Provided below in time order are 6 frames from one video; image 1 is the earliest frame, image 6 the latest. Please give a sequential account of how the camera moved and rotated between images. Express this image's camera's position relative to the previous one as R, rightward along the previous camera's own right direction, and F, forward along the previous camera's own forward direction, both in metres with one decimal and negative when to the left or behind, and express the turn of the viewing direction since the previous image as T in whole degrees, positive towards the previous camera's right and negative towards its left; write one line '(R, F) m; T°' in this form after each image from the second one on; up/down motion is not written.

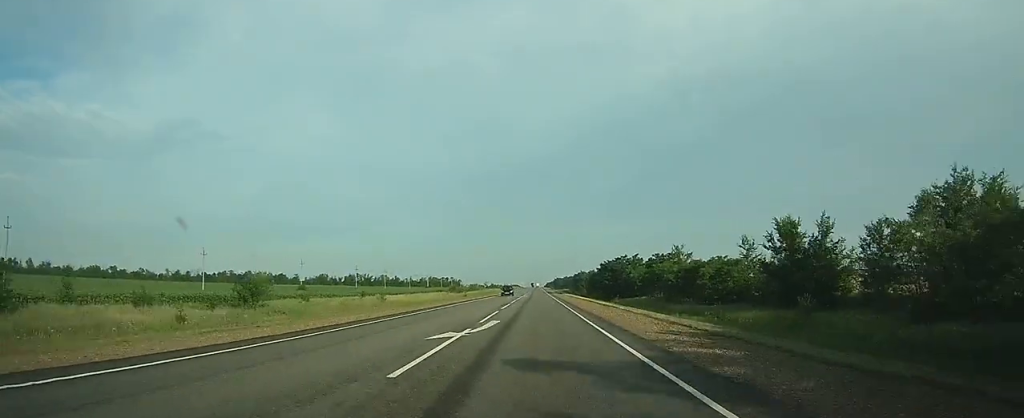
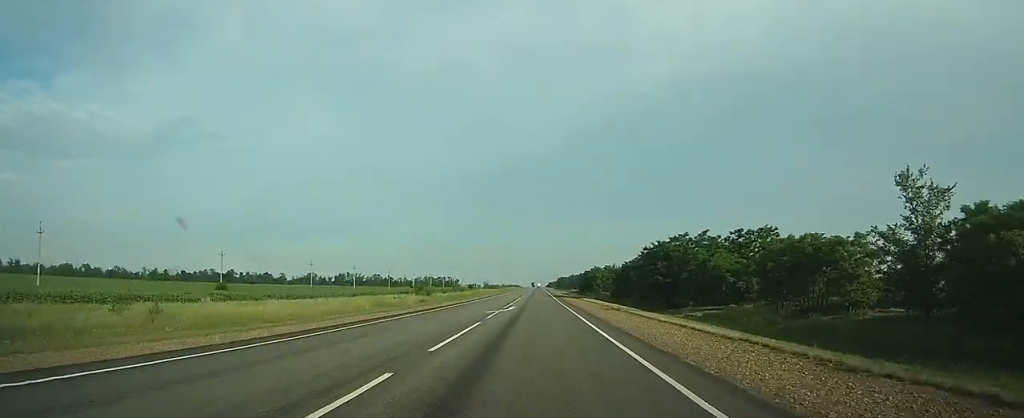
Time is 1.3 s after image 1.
(0.0, +43.7) m; 0°
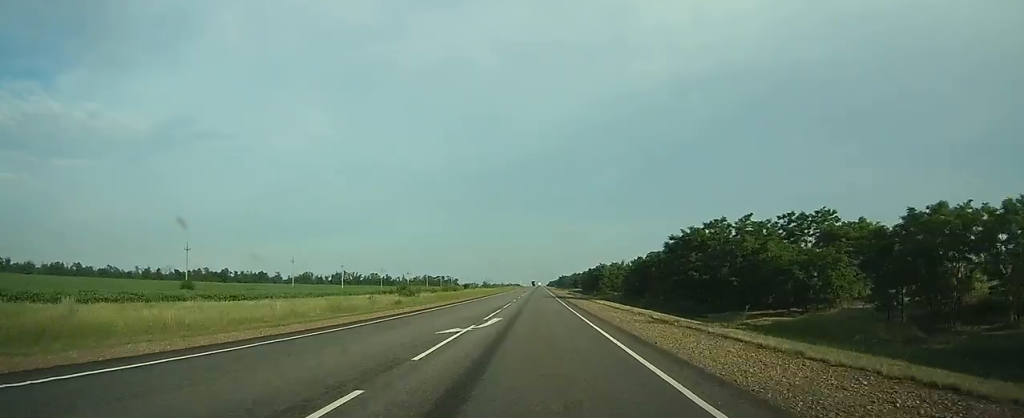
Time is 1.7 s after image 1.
(0.0, +13.0) m; 0°
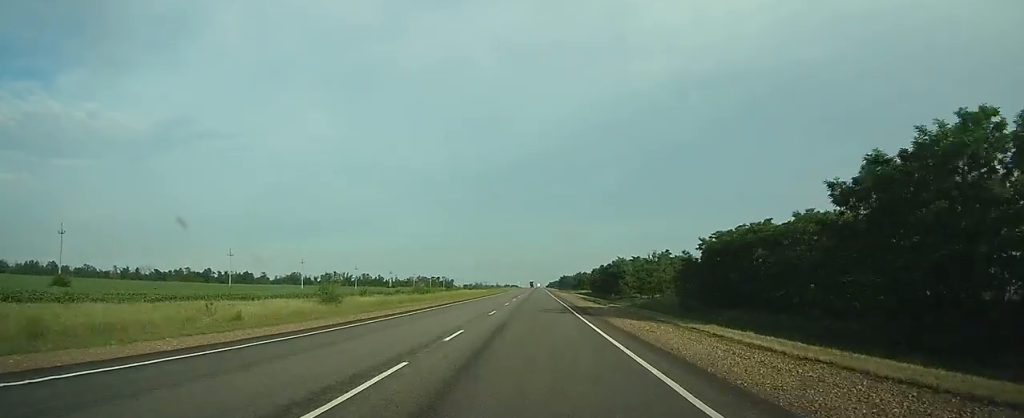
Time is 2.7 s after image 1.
(0.0, +32.0) m; 0°
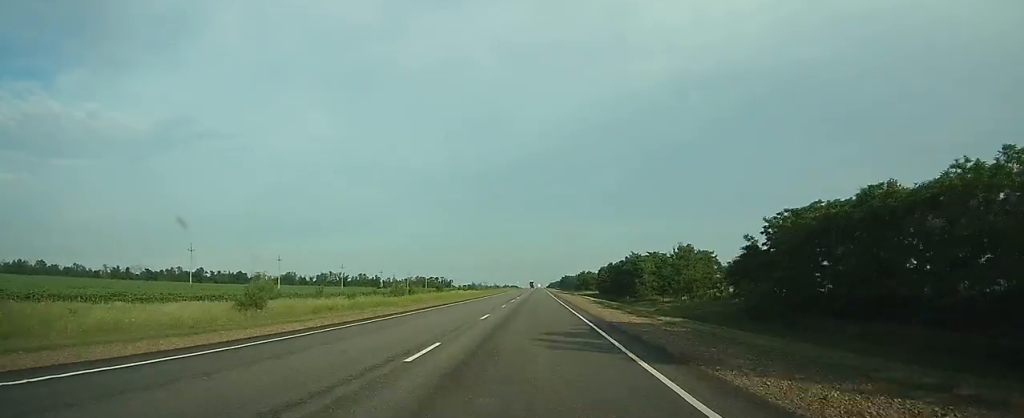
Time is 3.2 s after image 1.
(0.0, +14.7) m; 0°
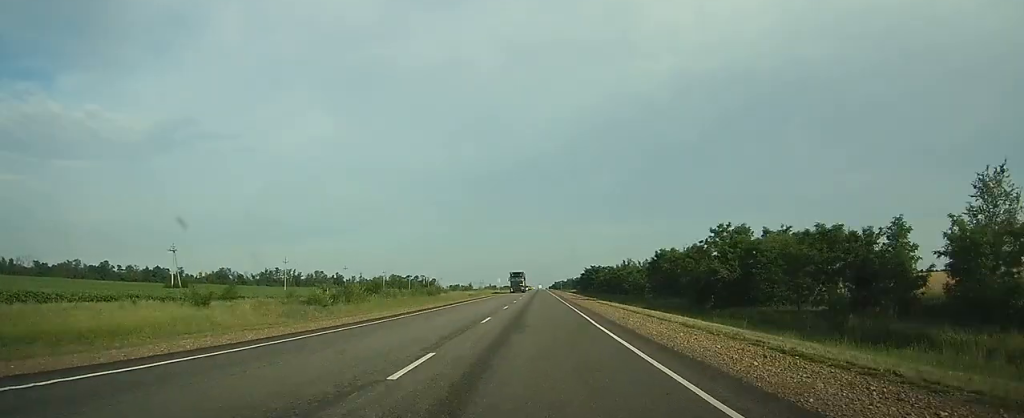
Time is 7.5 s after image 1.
(-0.4, +122.0) m; 0°
